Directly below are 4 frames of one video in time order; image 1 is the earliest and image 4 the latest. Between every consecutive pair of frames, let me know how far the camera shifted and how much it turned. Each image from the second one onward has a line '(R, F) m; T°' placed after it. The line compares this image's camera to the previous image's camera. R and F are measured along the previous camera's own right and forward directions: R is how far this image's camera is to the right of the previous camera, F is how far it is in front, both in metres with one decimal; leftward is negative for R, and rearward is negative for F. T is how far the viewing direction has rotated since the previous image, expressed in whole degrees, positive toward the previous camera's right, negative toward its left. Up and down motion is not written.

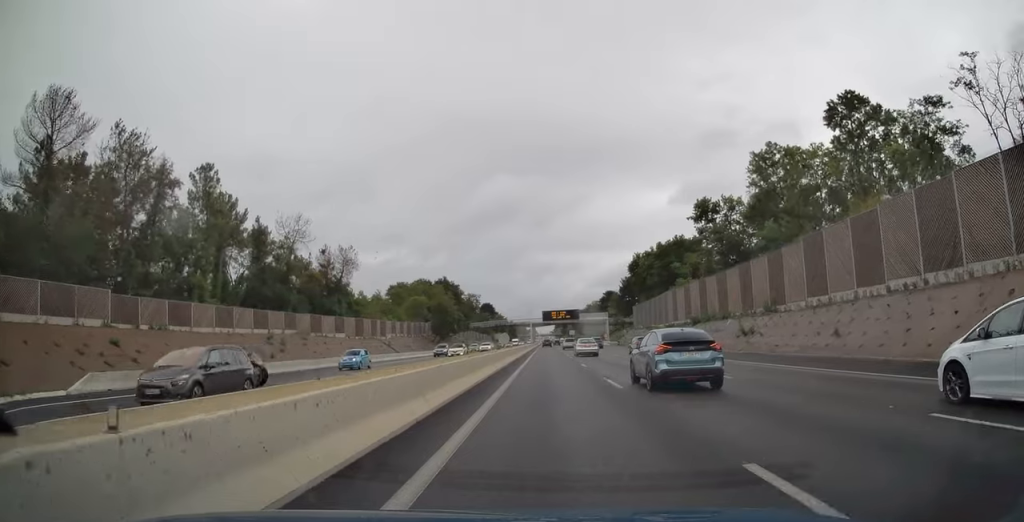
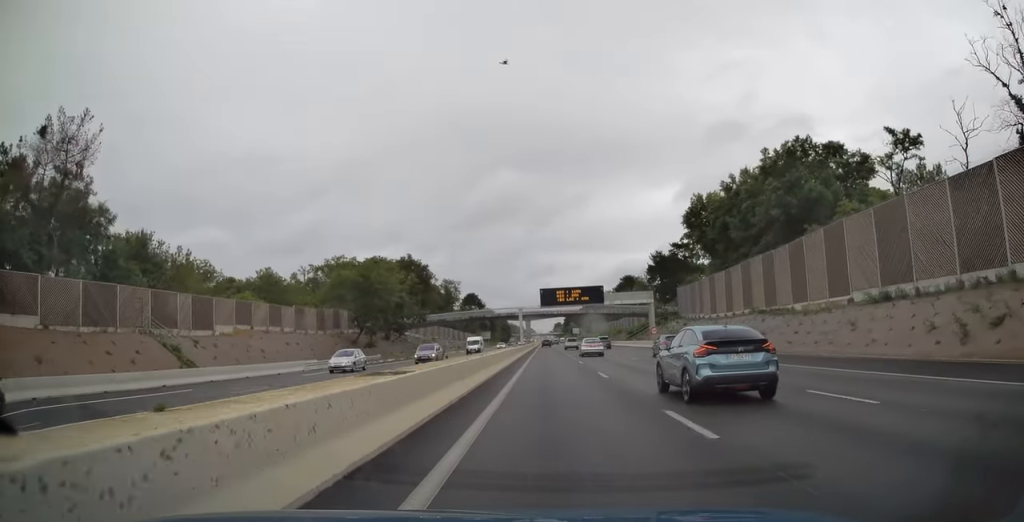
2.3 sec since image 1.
(-0.4, +60.5) m; -1°
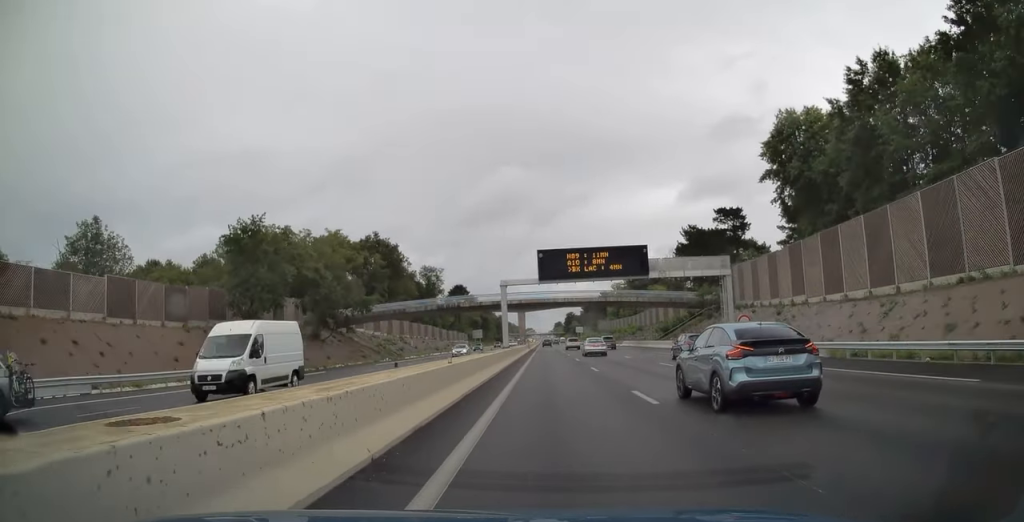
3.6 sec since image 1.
(+0.2, +34.8) m; +1°
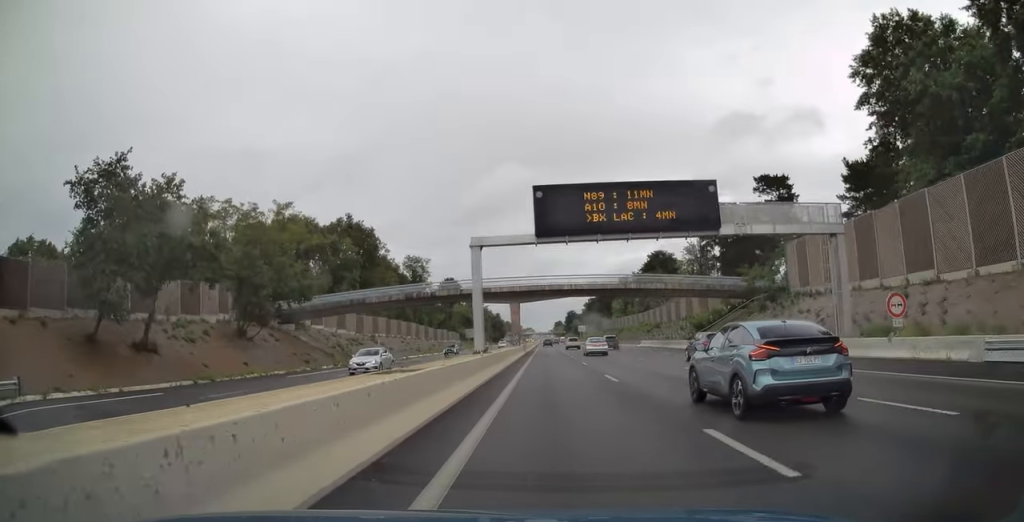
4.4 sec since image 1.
(0.0, +19.5) m; 0°
